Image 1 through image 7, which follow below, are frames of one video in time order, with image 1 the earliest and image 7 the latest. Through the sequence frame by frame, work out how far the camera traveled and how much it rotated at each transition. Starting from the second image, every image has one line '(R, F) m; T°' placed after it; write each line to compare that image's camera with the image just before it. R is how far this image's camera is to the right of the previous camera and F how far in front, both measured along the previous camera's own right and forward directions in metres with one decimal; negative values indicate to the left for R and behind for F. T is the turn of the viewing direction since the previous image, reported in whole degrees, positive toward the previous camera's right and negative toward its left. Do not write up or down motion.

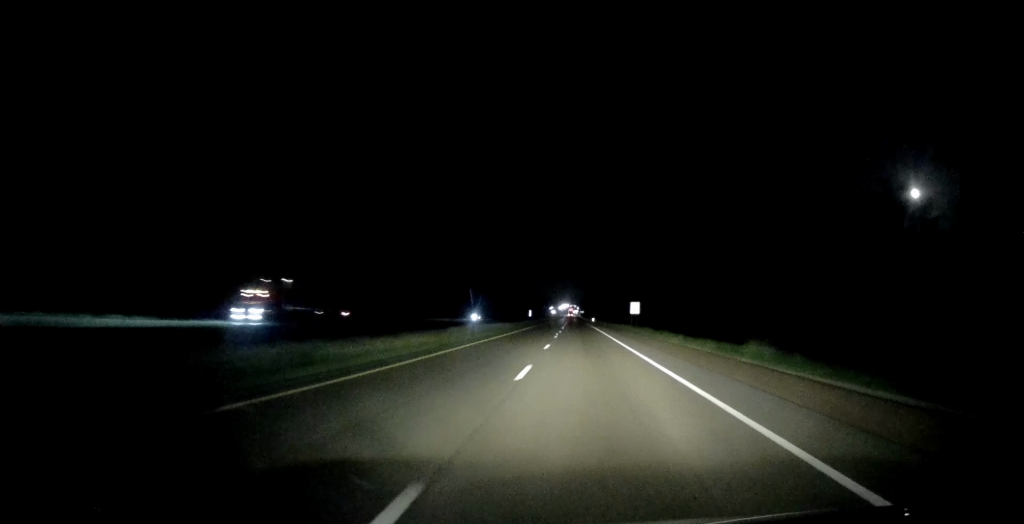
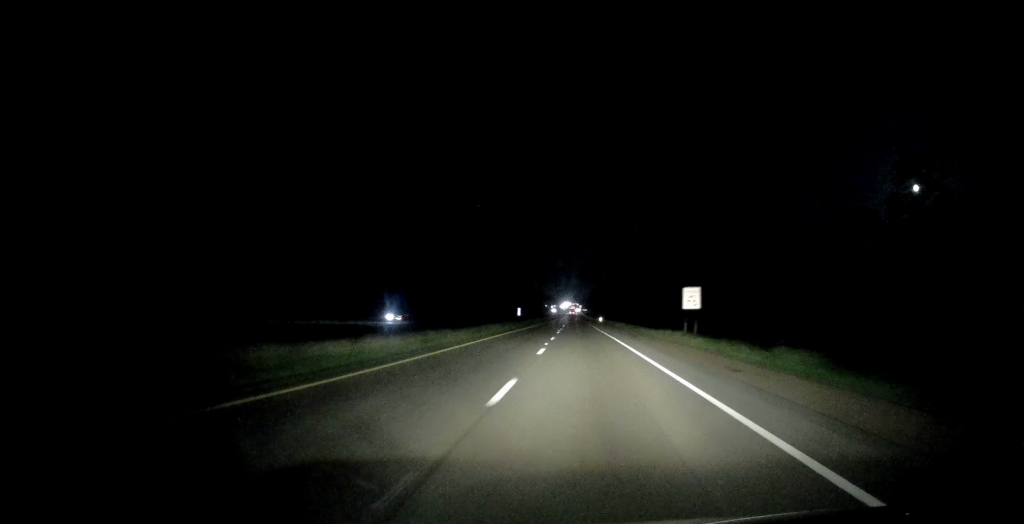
(+0.3, +40.5) m; 0°
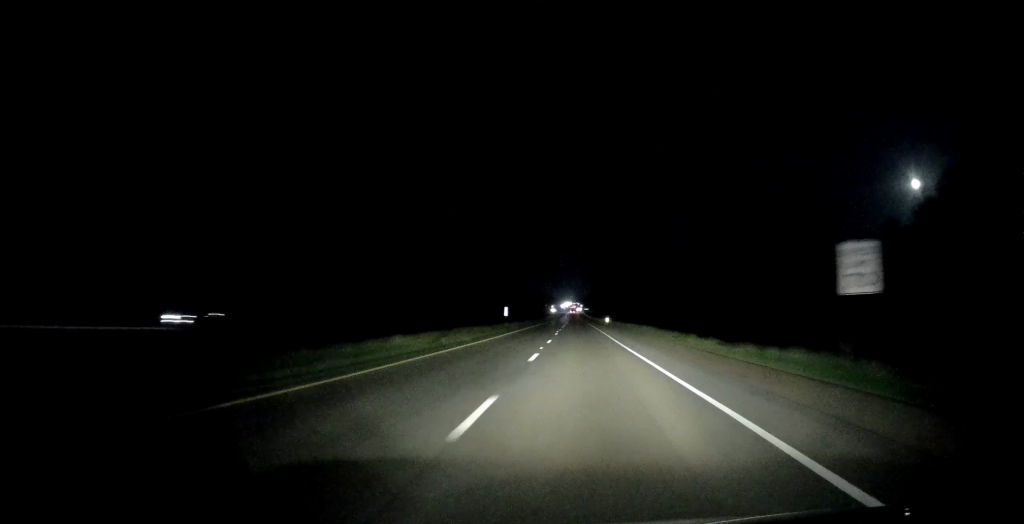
(-0.3, +26.9) m; -1°
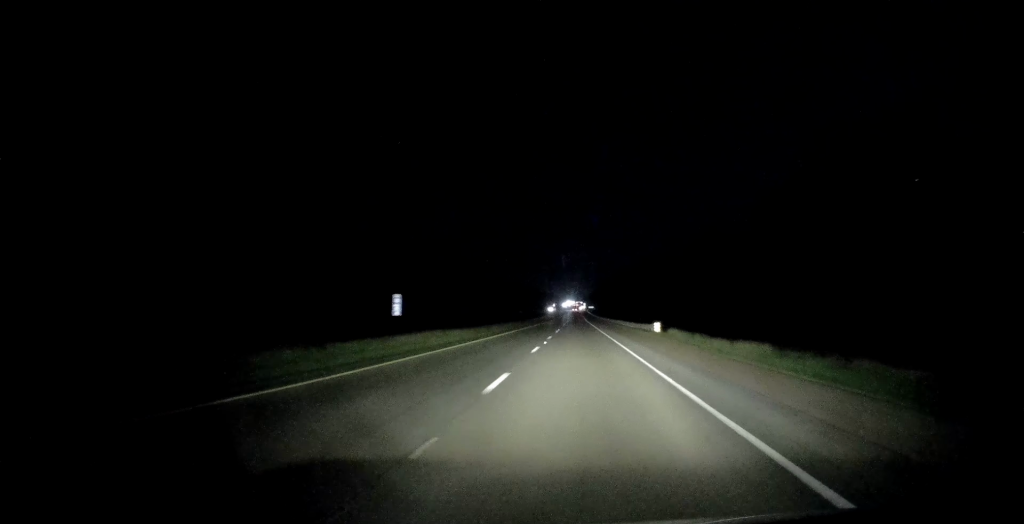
(-0.6, +70.0) m; 0°
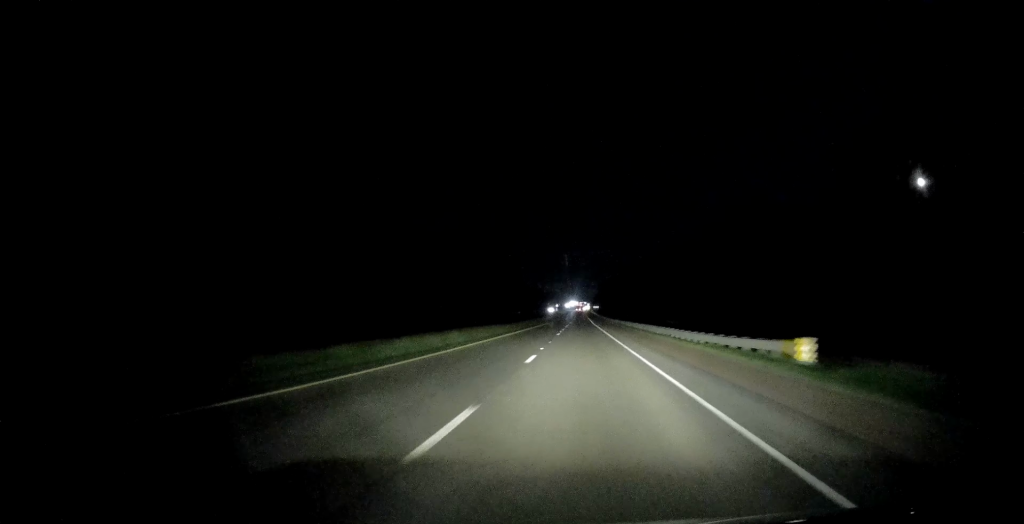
(+0.7, +29.5) m; 0°
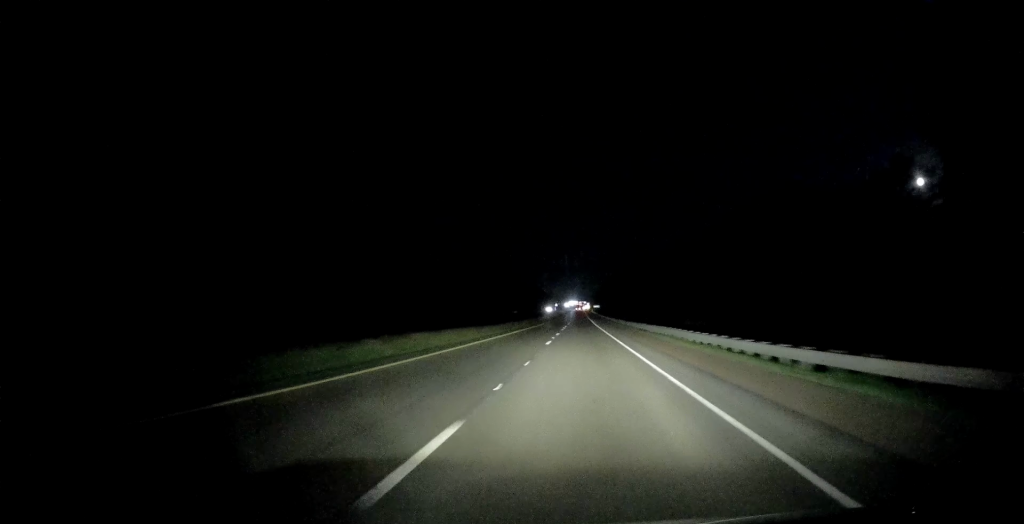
(-0.1, +14.1) m; 0°
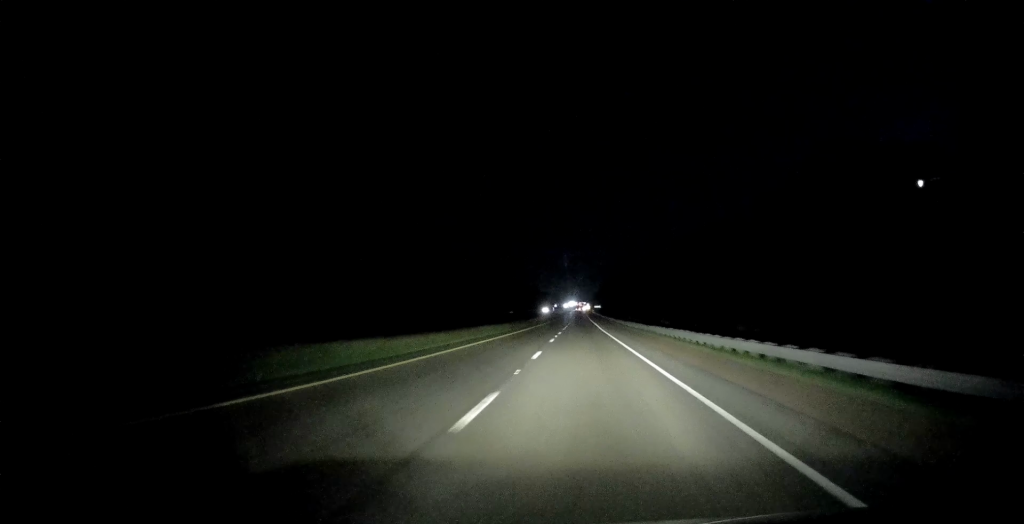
(-0.3, +21.6) m; -1°
